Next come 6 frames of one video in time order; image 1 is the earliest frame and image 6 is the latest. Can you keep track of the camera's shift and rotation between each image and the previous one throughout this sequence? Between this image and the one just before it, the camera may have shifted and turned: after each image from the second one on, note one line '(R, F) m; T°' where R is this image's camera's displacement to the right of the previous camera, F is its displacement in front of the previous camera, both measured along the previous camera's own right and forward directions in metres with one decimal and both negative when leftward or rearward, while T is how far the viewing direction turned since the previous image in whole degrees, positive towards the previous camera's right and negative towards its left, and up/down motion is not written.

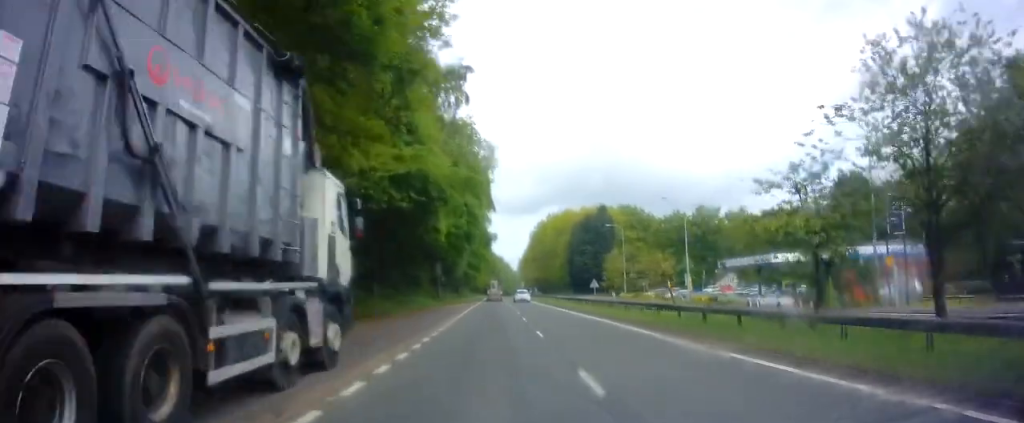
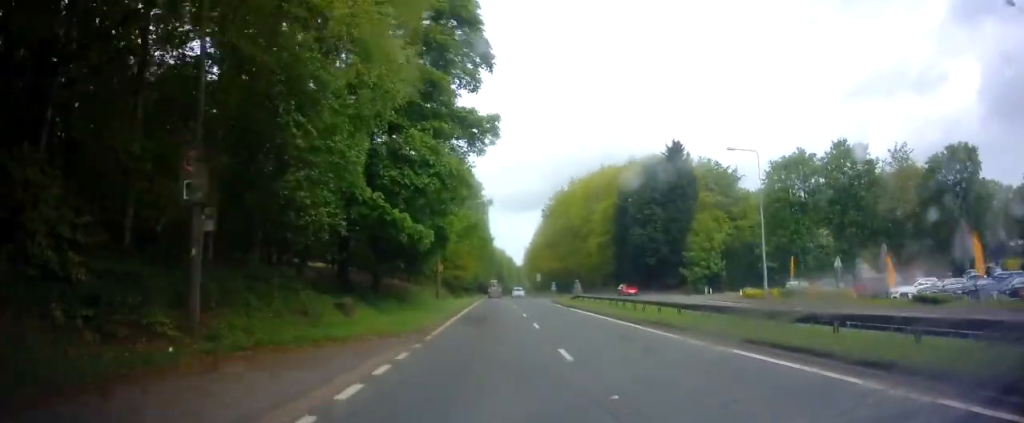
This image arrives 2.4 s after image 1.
(+1.4, +50.1) m; +1°
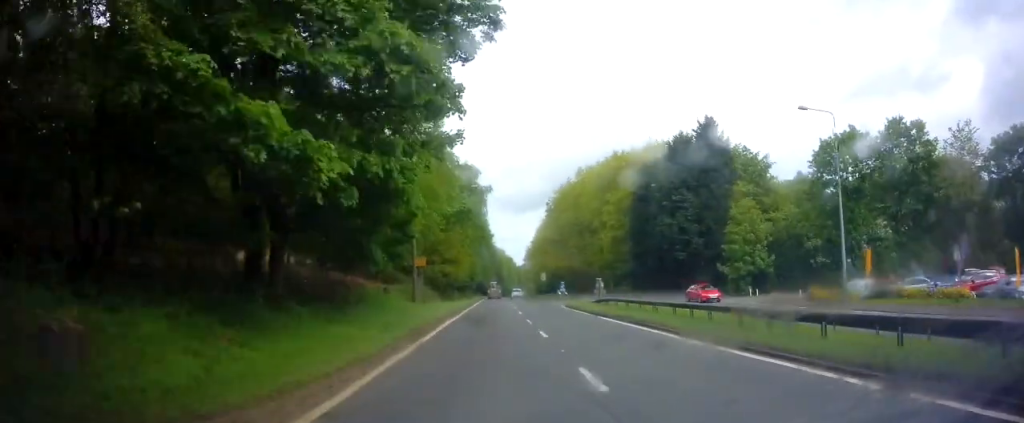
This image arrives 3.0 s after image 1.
(-0.2, +11.7) m; 0°
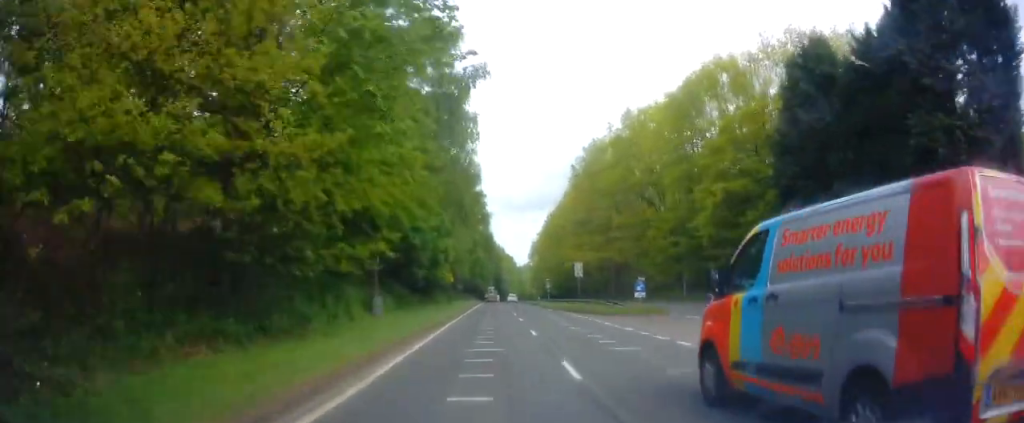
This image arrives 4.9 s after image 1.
(-0.2, +39.4) m; -1°
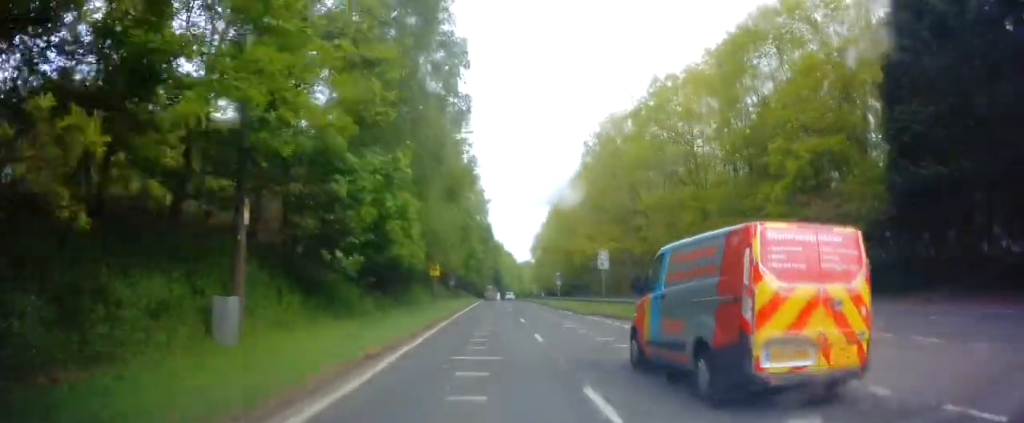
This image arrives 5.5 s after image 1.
(-0.2, +11.9) m; 0°
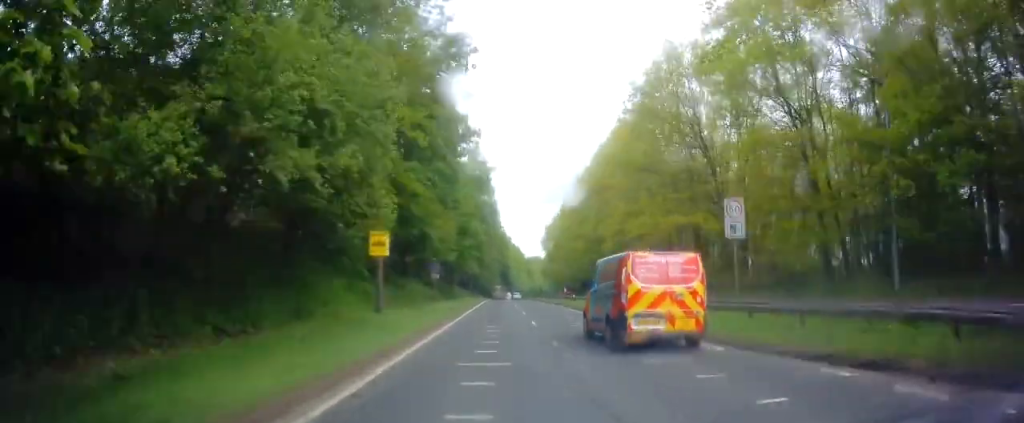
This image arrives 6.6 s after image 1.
(+0.2, +20.8) m; 0°
